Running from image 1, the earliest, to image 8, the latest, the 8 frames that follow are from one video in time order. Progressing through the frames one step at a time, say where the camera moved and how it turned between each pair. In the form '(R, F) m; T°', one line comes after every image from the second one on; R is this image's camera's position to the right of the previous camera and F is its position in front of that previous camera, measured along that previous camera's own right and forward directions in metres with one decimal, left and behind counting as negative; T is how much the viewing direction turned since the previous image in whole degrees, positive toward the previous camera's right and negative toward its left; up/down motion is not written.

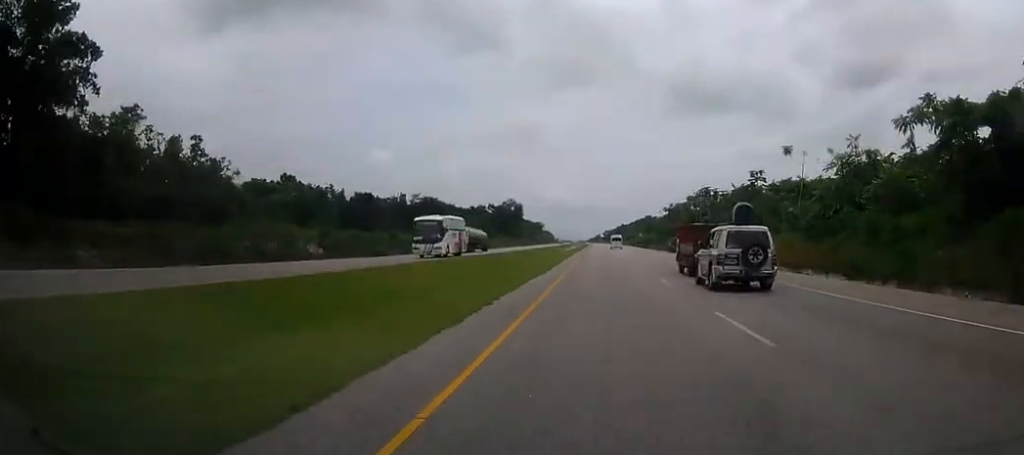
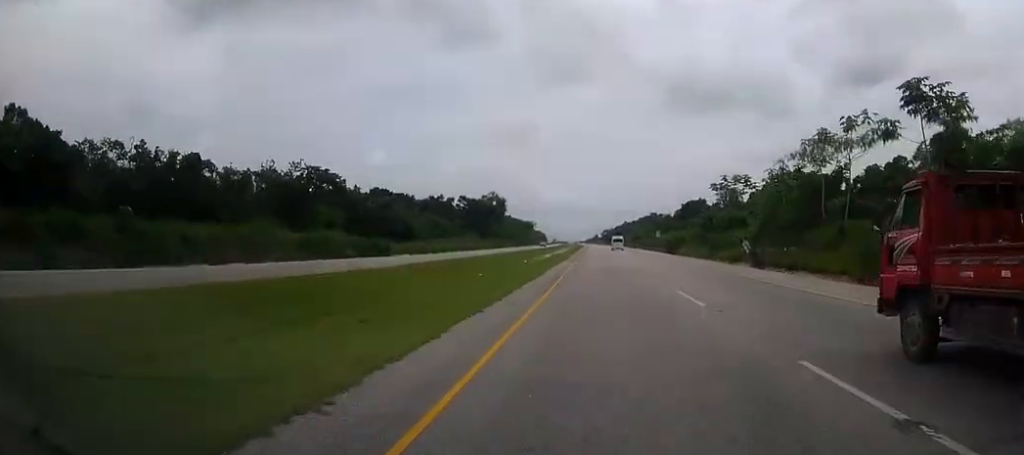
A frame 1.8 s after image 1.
(+0.1, +54.2) m; 0°
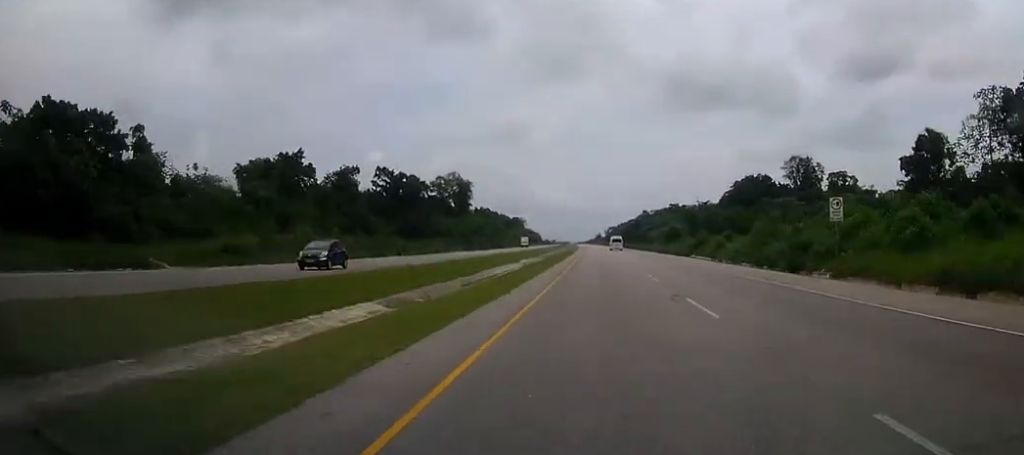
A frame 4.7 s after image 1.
(0.0, +87.2) m; 0°
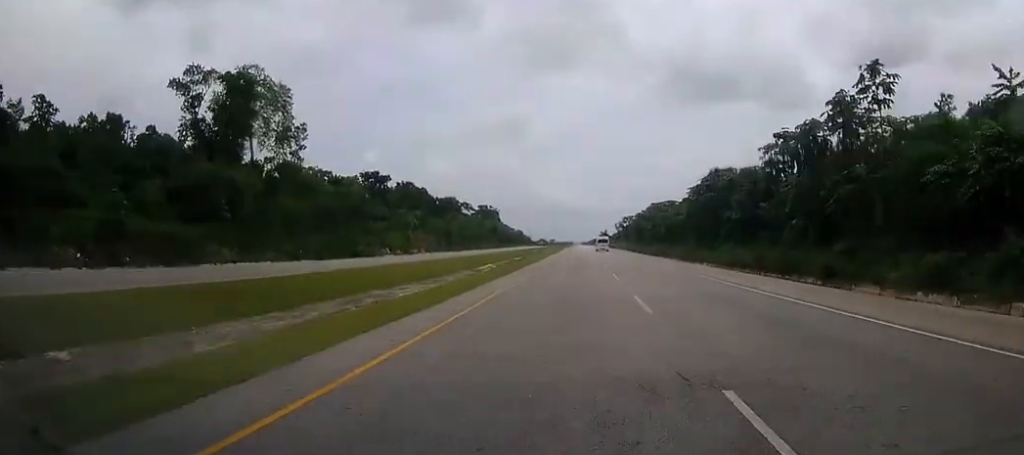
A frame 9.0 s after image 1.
(-0.4, +130.6) m; 0°
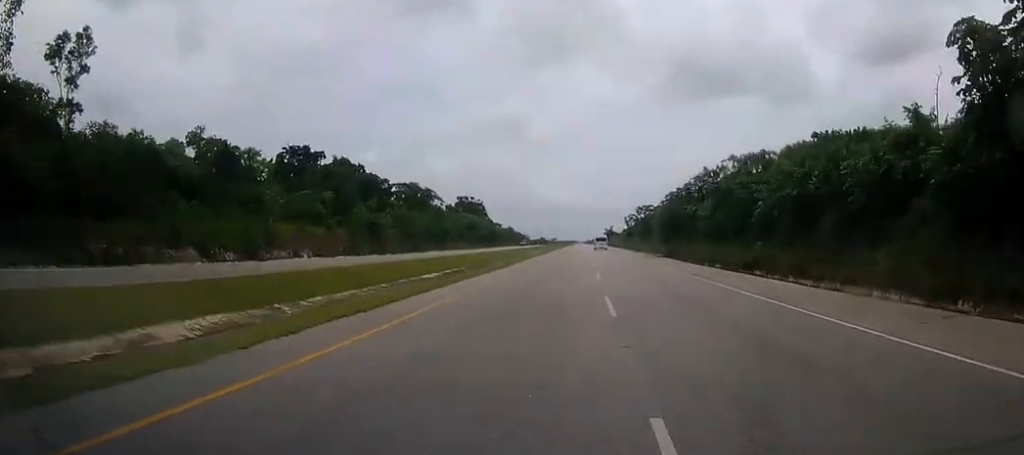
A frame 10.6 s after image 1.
(0.0, +49.7) m; 0°
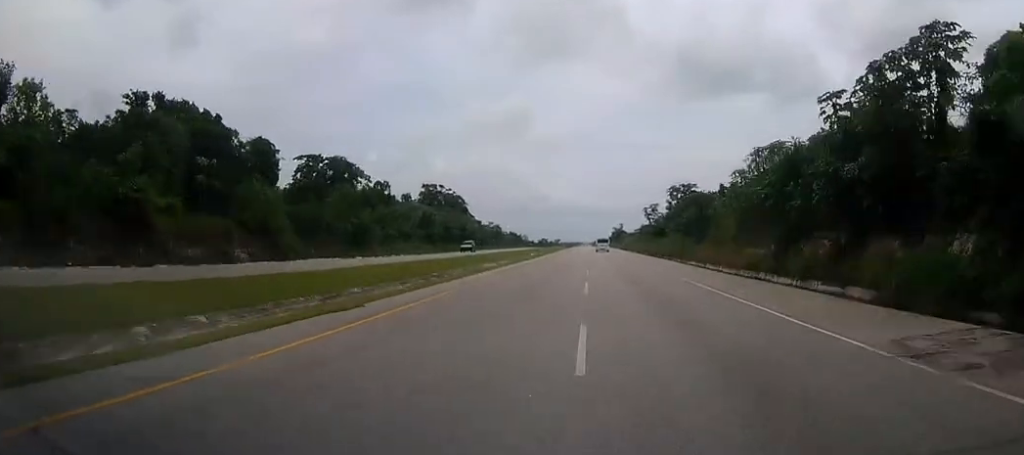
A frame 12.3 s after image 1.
(-0.3, +52.8) m; 0°
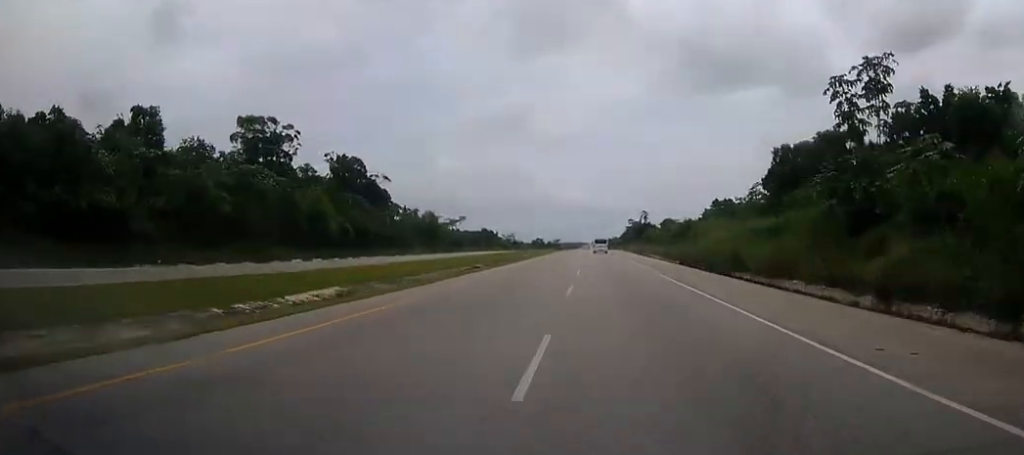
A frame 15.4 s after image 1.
(-0.4, +97.6) m; 0°
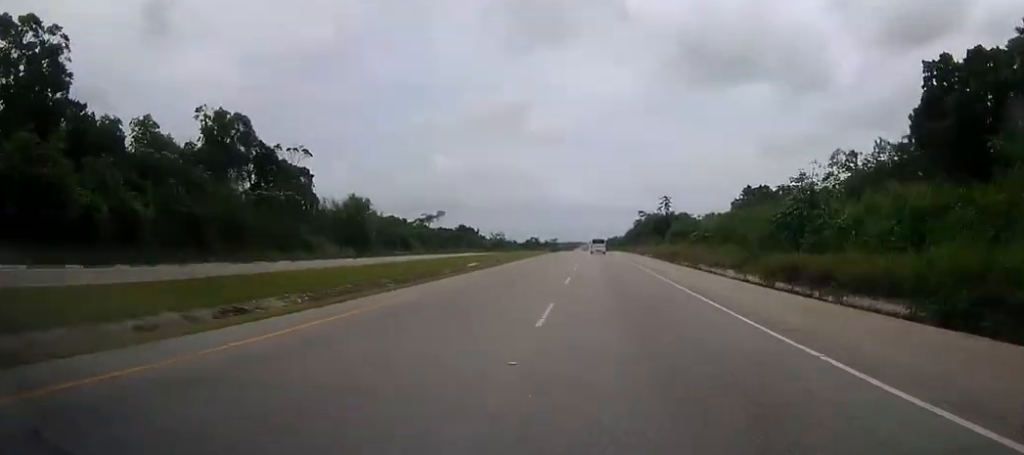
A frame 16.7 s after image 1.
(-0.1, +40.8) m; 0°
